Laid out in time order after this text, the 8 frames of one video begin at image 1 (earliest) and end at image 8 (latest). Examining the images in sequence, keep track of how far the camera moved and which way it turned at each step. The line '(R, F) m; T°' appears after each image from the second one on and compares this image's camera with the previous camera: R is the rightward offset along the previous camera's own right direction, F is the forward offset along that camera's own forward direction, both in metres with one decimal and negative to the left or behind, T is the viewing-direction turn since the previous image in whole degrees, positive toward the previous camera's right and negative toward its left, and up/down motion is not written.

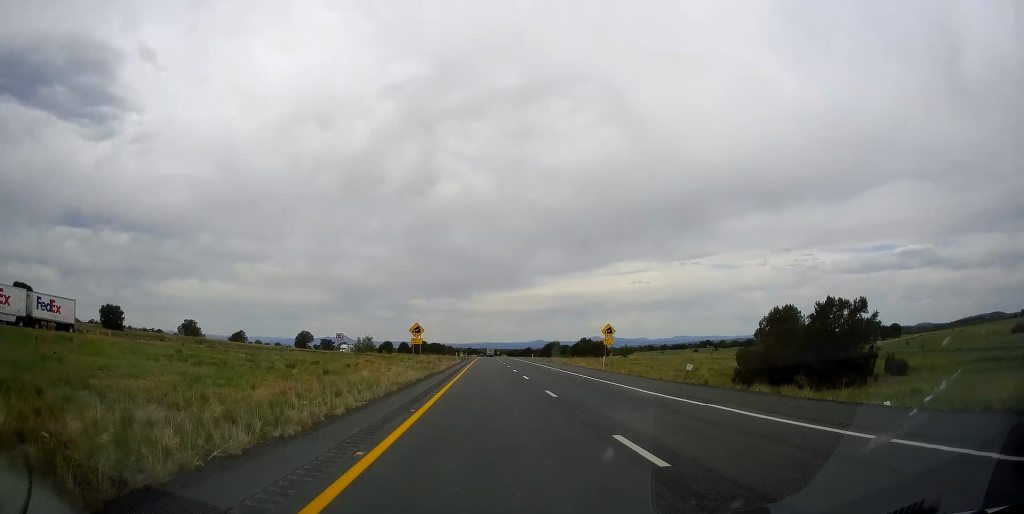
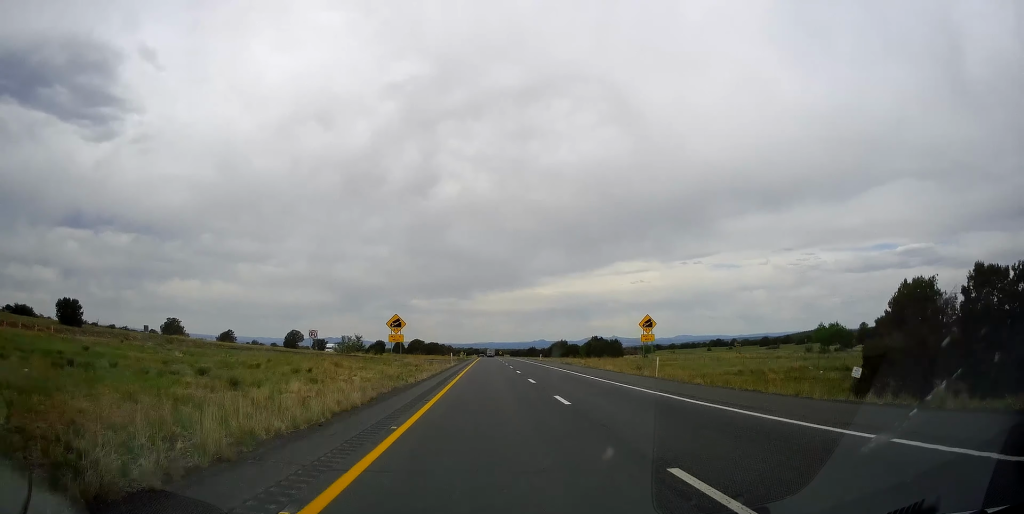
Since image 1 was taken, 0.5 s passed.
(+0.1, +15.4) m; 0°
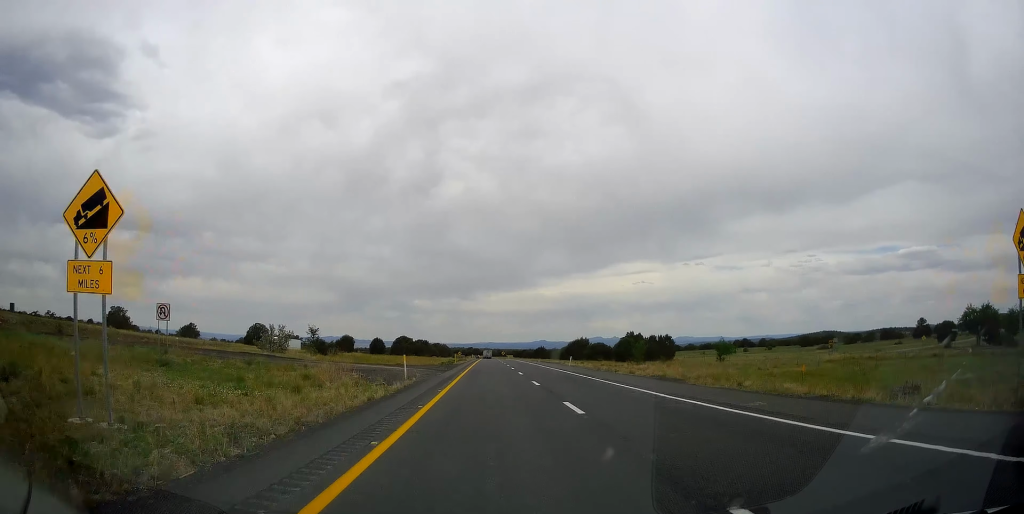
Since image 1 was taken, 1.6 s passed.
(0.0, +38.5) m; 0°
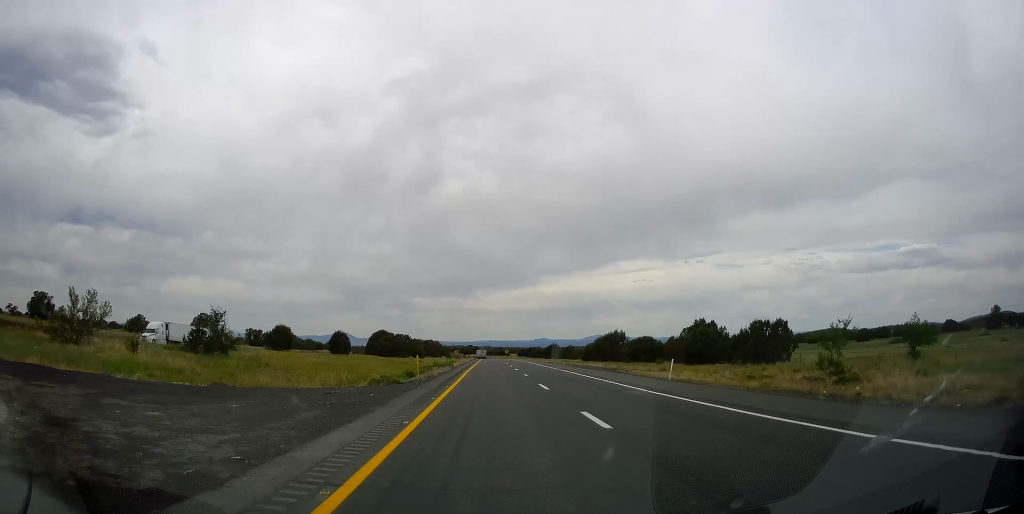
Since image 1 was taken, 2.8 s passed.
(+0.1, +39.5) m; -1°
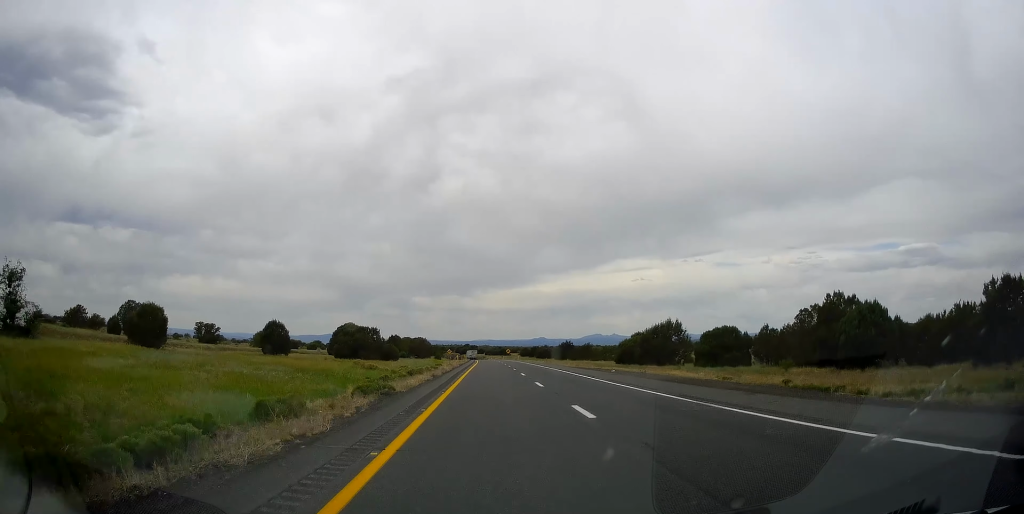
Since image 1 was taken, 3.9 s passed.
(-0.5, +34.0) m; -1°
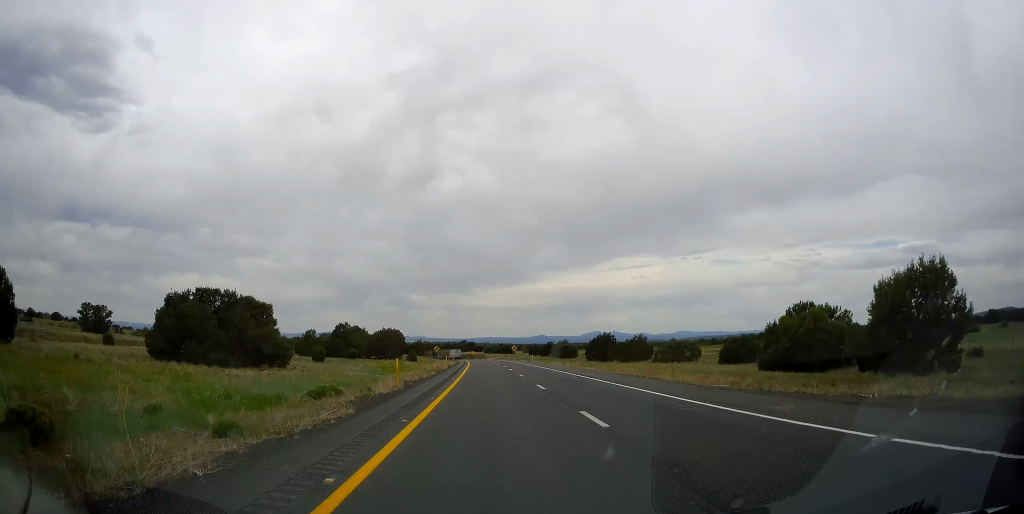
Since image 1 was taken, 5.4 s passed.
(+0.7, +50.8) m; +1°
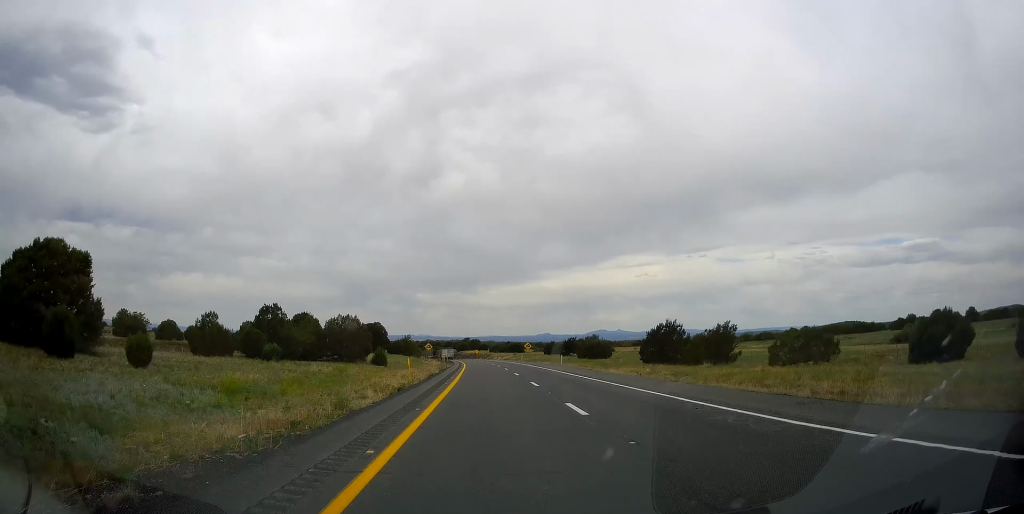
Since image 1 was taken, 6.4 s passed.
(0.0, +34.3) m; 0°
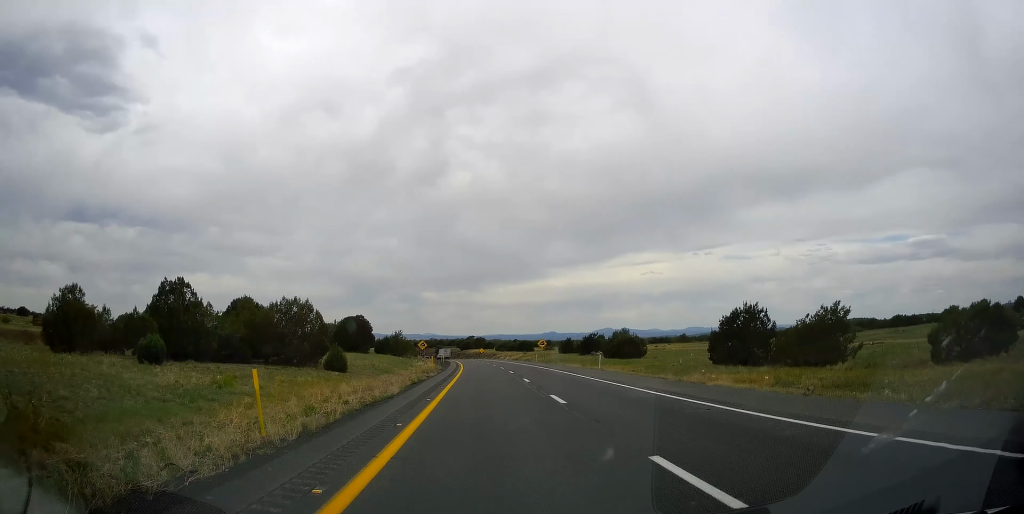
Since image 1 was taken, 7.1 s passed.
(0.0, +21.1) m; -1°
